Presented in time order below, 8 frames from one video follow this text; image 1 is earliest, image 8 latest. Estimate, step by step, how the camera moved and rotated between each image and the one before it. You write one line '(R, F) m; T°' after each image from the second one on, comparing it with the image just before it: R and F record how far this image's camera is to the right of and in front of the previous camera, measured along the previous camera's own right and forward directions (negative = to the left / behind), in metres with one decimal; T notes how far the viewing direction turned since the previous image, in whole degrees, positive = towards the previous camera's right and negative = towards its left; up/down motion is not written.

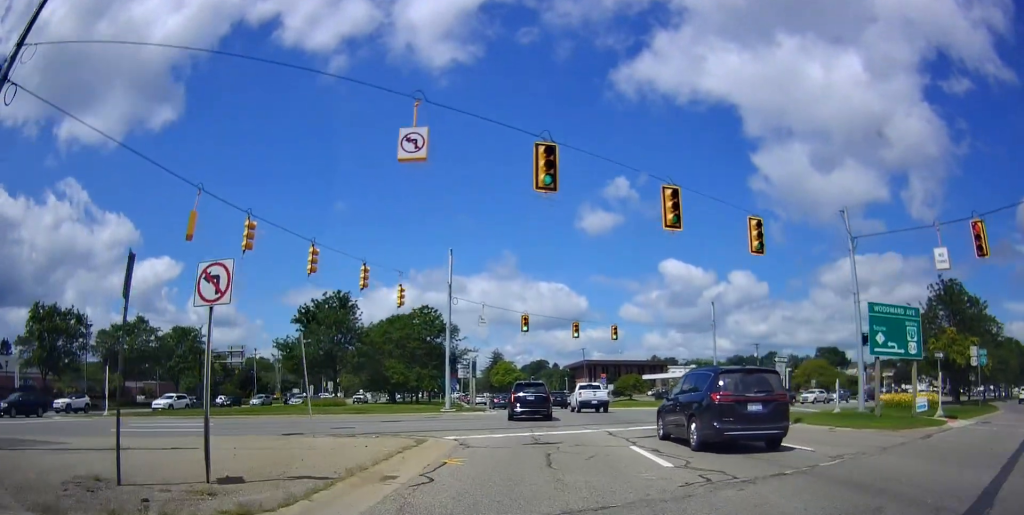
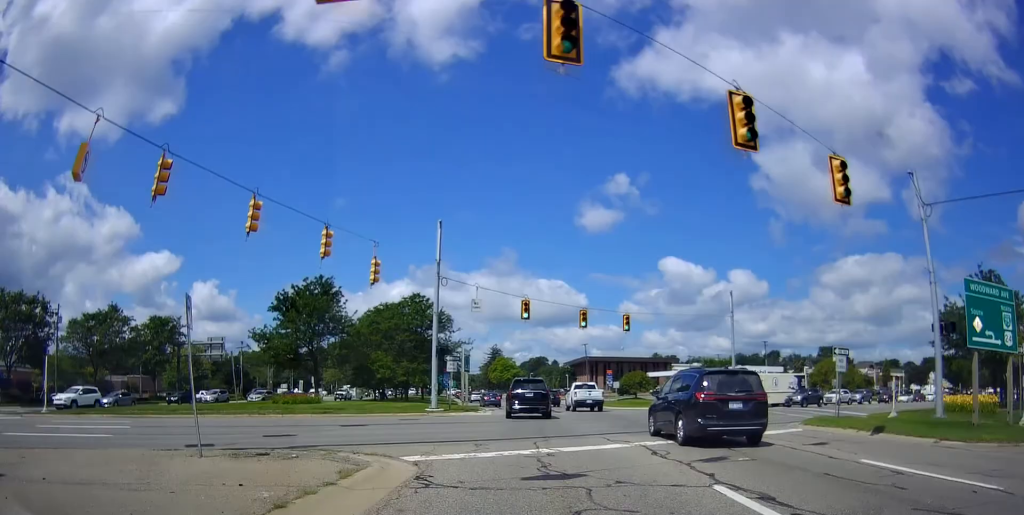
(-0.2, +5.6) m; -1°
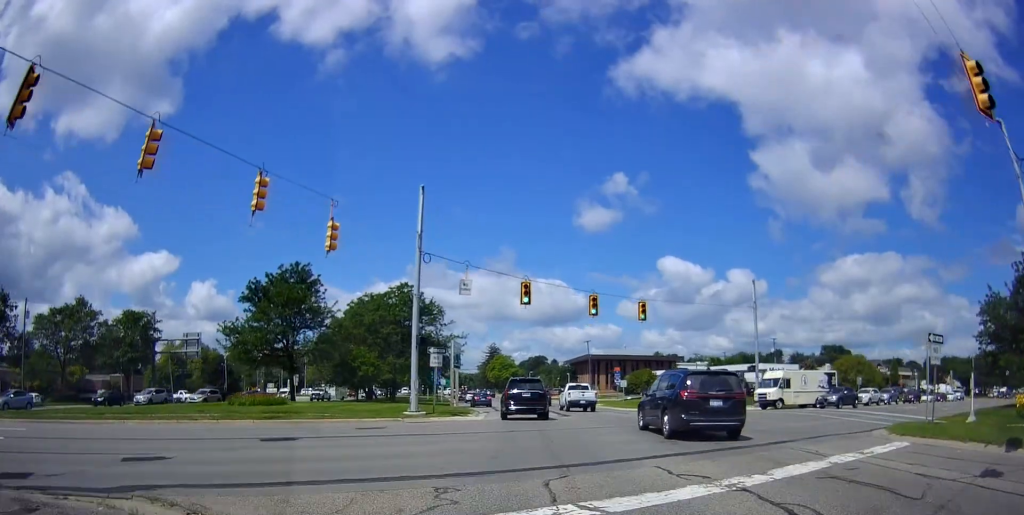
(-0.2, +6.0) m; -1°
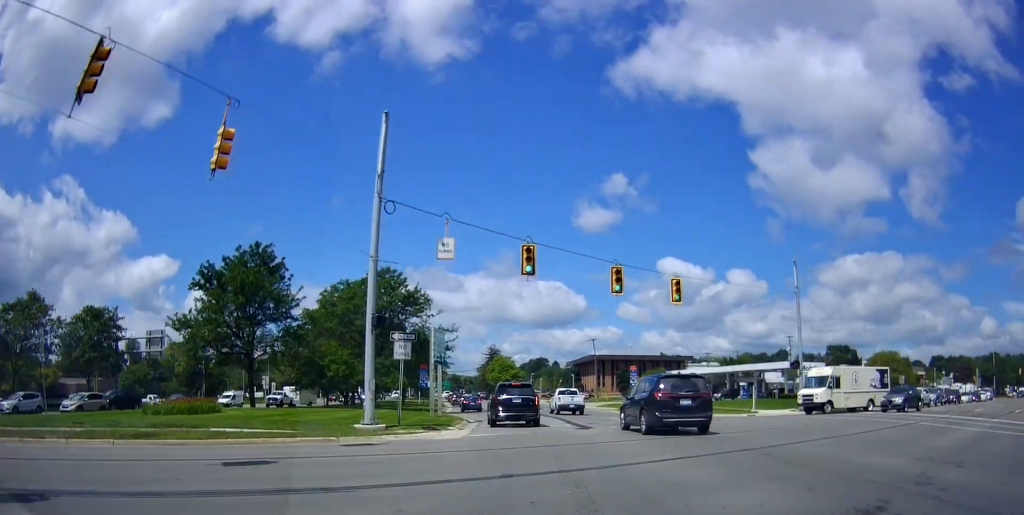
(+0.1, +8.9) m; +2°
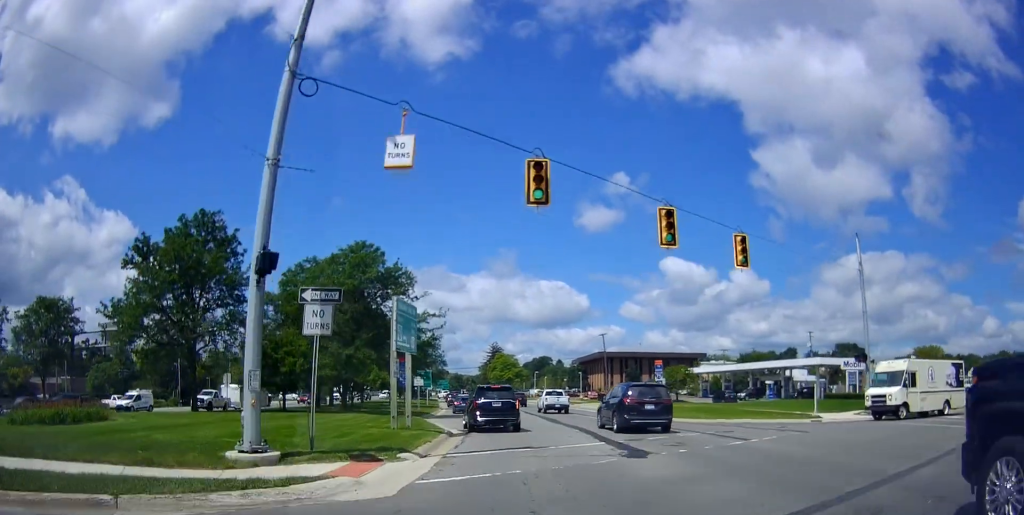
(+0.3, +9.9) m; +2°
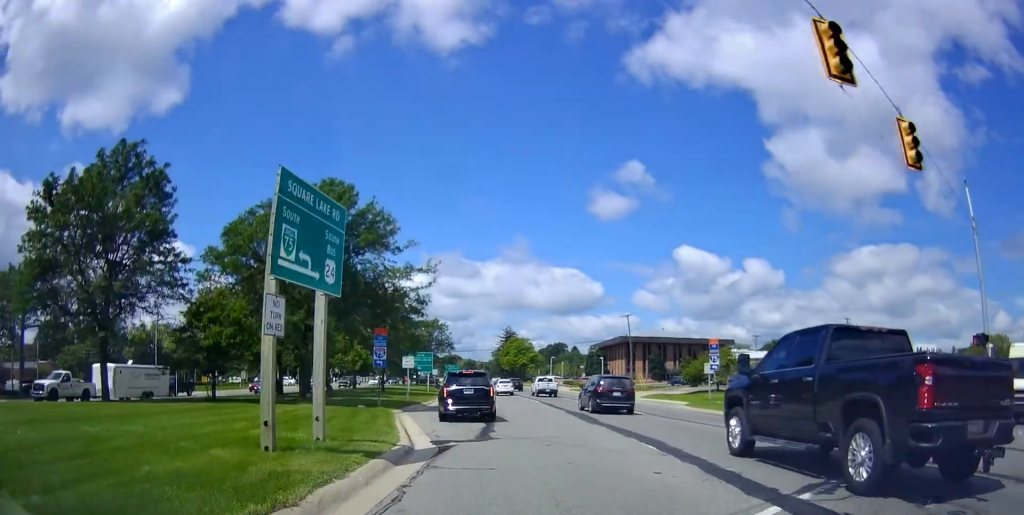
(+0.2, +12.2) m; +1°
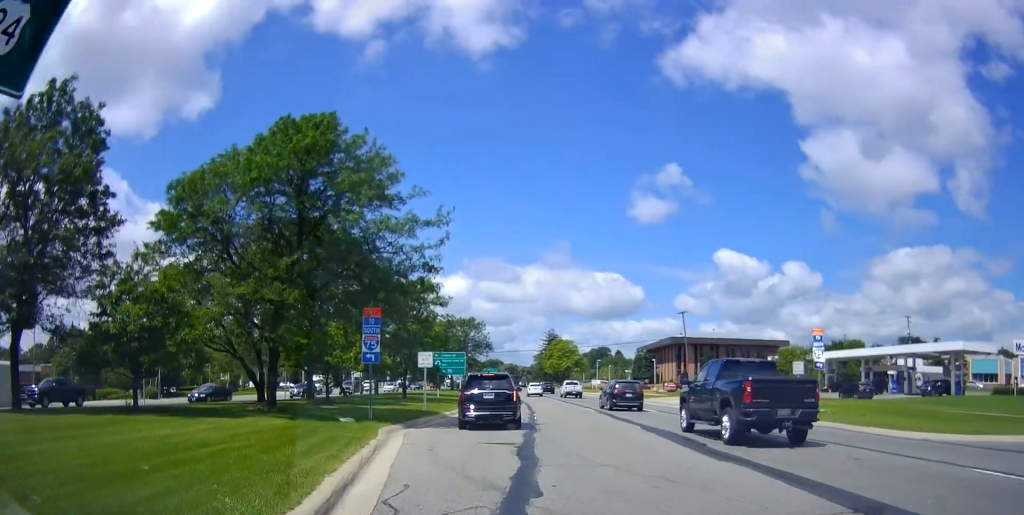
(0.0, +10.6) m; 0°
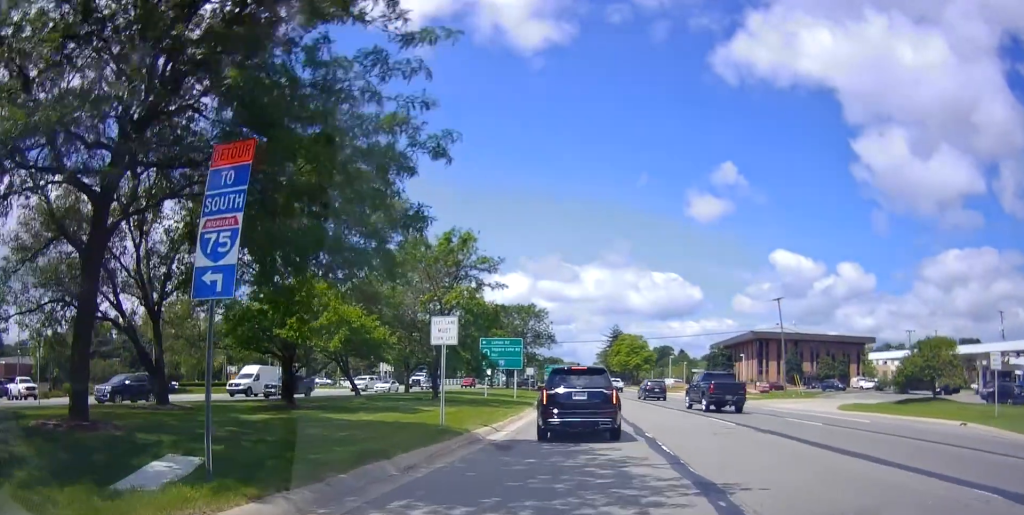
(-1.4, +18.1) m; -10°
